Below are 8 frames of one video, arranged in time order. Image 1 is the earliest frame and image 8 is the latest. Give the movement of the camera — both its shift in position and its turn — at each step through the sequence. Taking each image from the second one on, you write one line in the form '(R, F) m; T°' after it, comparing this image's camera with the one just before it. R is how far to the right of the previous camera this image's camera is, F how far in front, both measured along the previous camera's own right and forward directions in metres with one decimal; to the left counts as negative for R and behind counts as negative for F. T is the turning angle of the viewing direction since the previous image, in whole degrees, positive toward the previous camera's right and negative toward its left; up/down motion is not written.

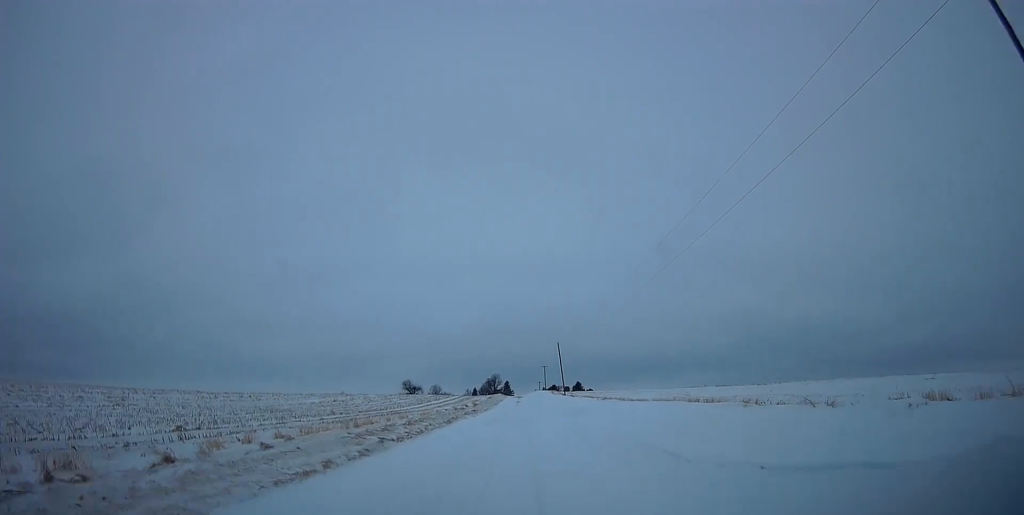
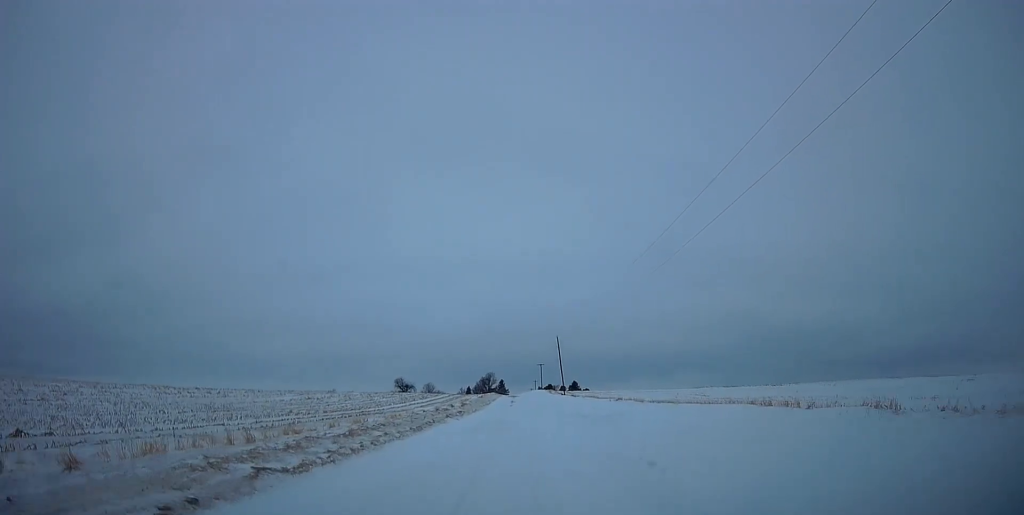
(+0.4, +9.4) m; 0°
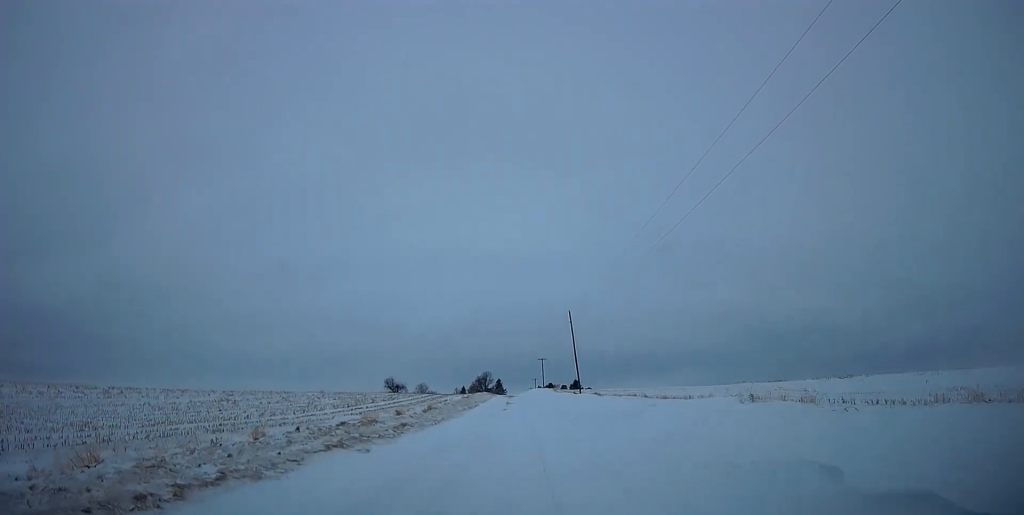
(-0.9, +24.9) m; -1°
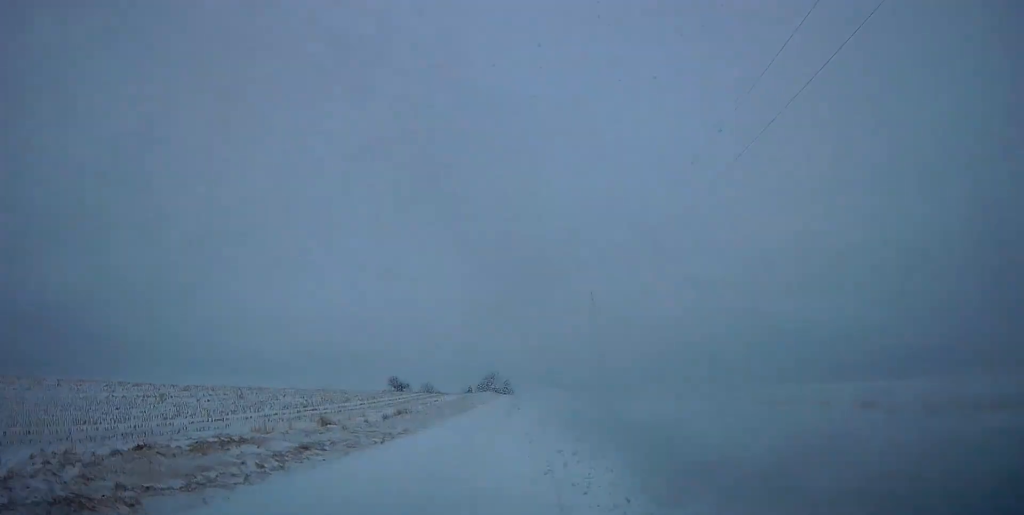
(+0.5, +12.9) m; +3°
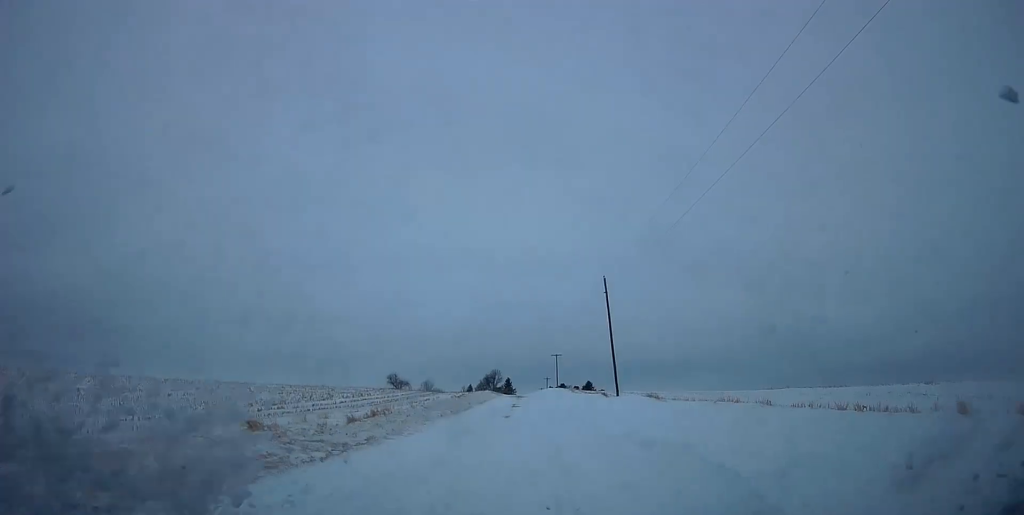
(0.0, +5.9) m; 0°
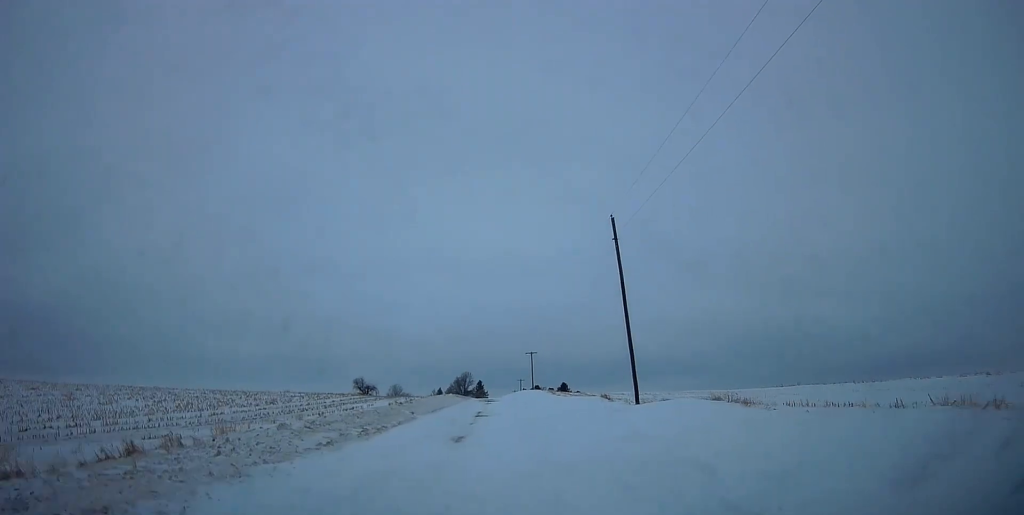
(0.0, +16.1) m; -2°
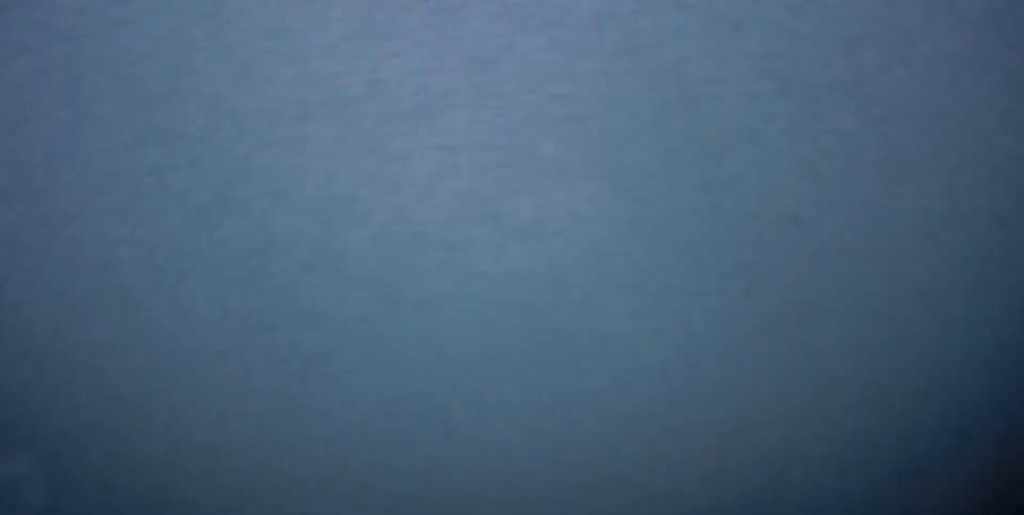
(-0.3, +10.0) m; -1°
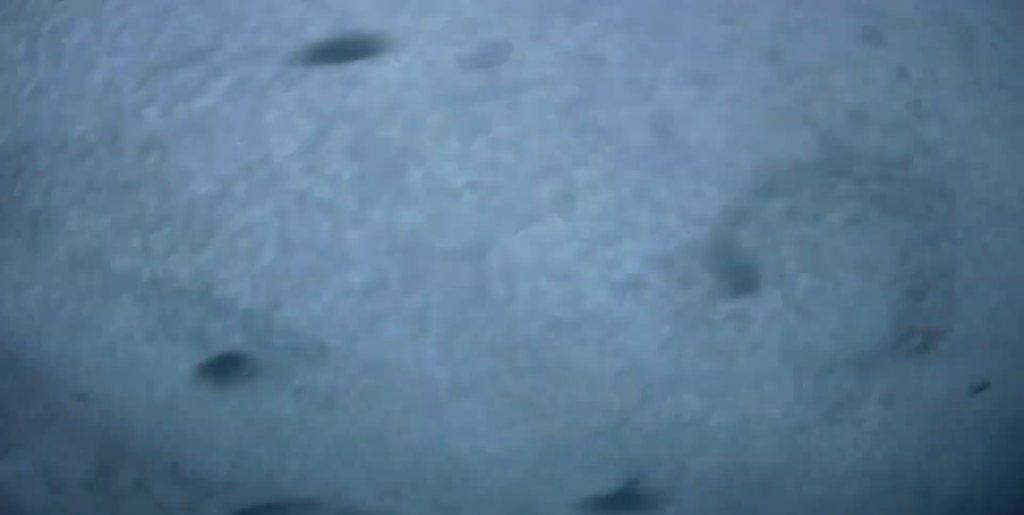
(-0.1, +4.9) m; 0°
